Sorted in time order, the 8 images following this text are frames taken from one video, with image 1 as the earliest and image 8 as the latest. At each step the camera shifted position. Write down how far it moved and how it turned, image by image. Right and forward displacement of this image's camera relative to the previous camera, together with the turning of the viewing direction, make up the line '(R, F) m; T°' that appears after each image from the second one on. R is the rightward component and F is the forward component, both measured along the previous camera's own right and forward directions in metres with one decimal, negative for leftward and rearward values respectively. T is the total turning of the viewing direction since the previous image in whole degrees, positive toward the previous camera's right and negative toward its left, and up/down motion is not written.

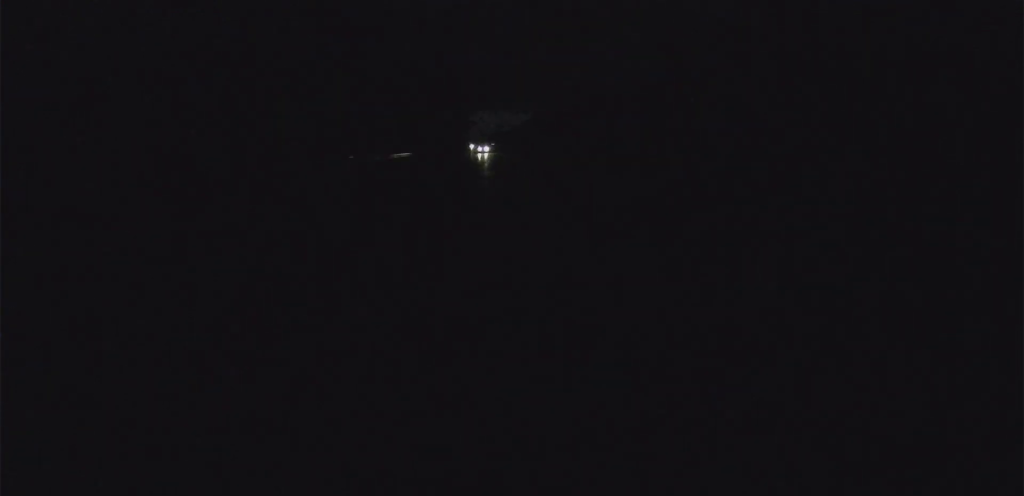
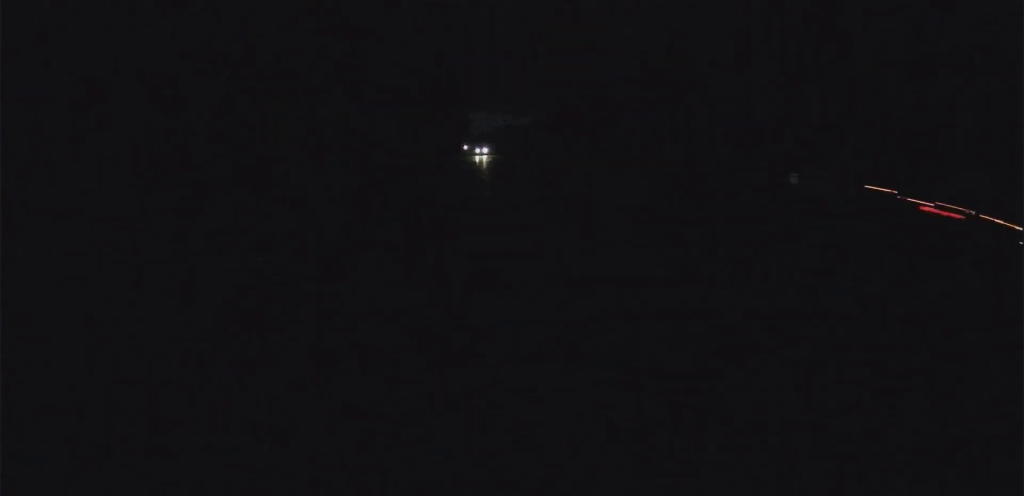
(+2.4, +141.6) m; +4°
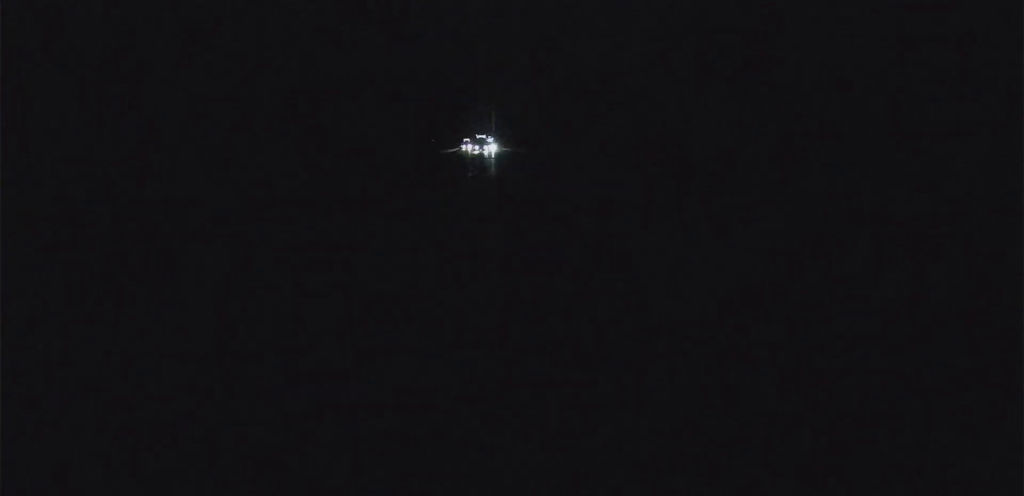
(+153.4, +827.6) m; +21°
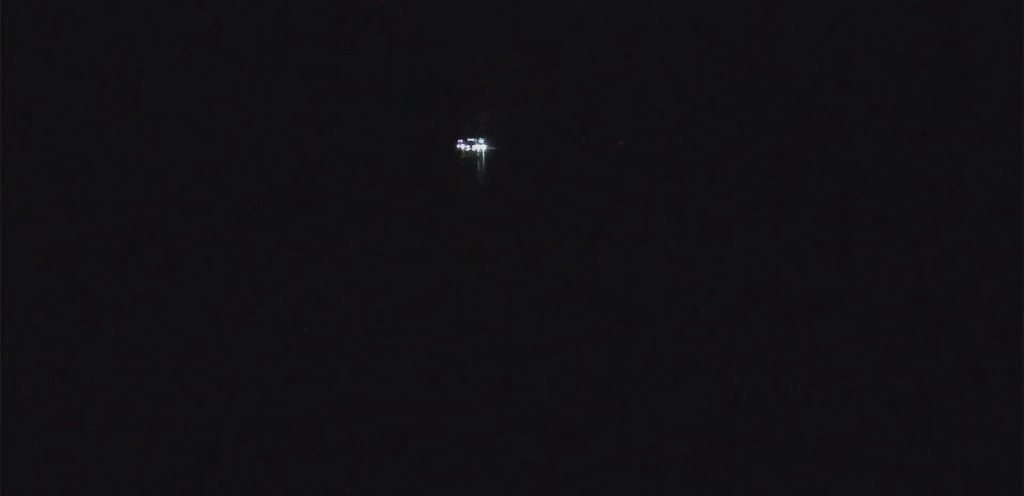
(+16.4, +231.4) m; +5°
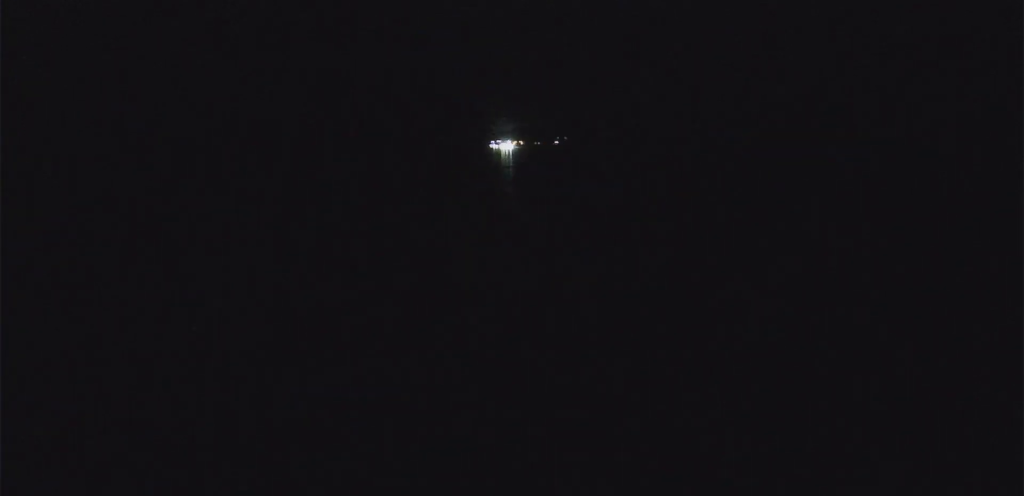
(+24.8, +441.6) m; +3°
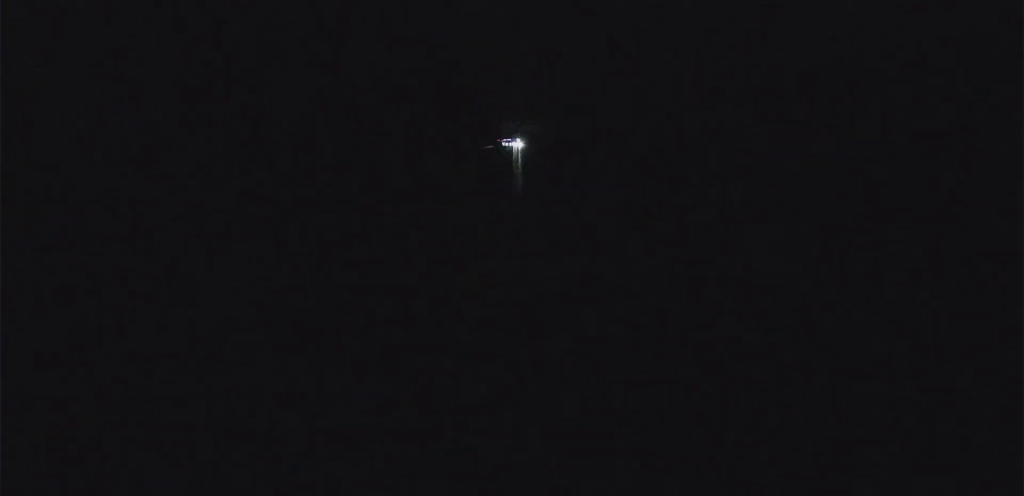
(+0.6, +165.5) m; 0°
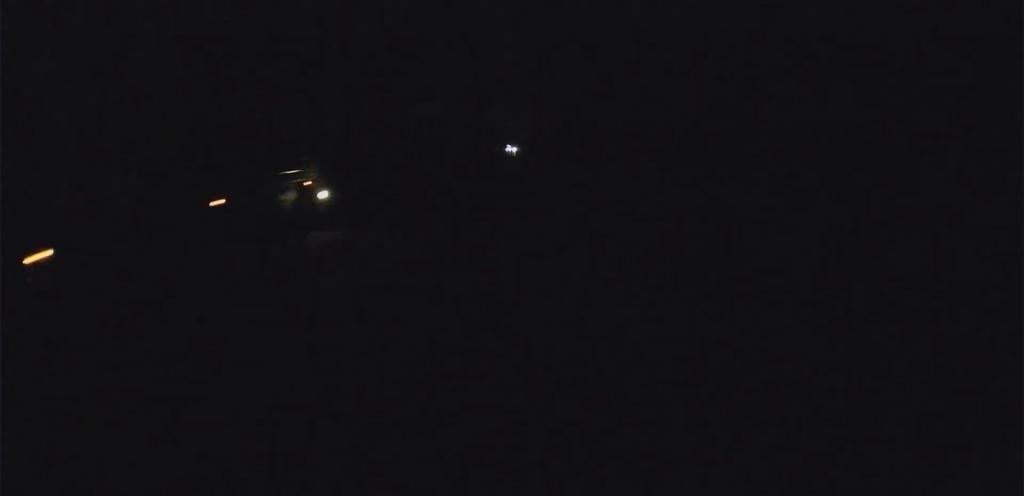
(+1.5, +694.2) m; 0°
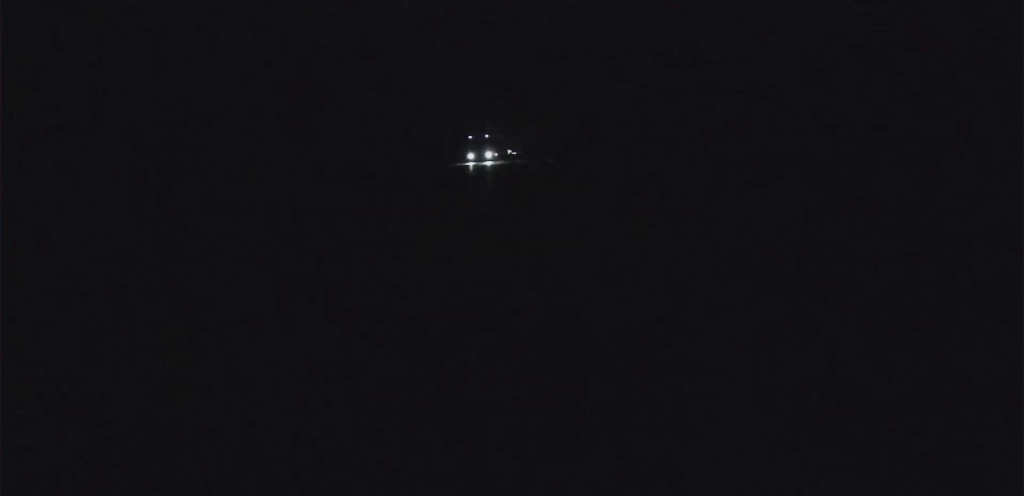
(+1.7, +306.8) m; -1°
